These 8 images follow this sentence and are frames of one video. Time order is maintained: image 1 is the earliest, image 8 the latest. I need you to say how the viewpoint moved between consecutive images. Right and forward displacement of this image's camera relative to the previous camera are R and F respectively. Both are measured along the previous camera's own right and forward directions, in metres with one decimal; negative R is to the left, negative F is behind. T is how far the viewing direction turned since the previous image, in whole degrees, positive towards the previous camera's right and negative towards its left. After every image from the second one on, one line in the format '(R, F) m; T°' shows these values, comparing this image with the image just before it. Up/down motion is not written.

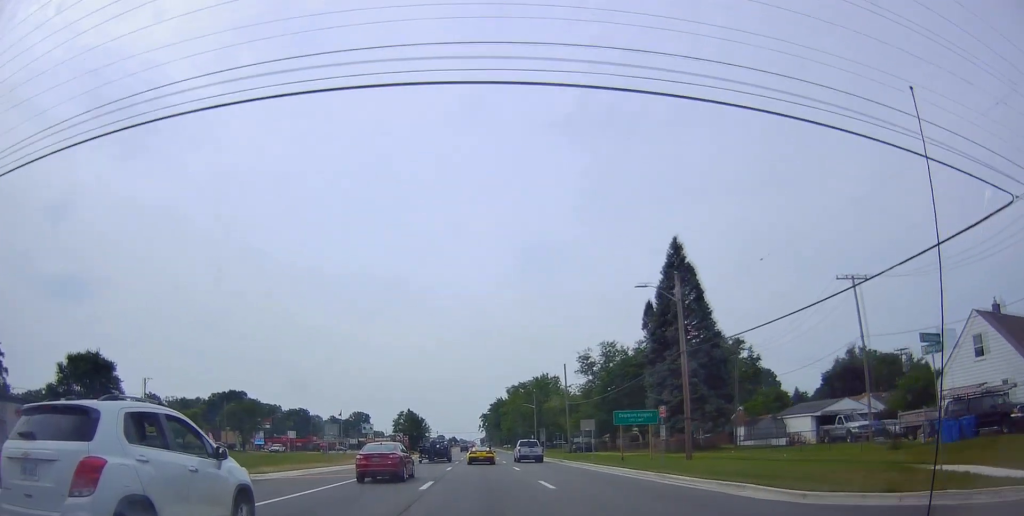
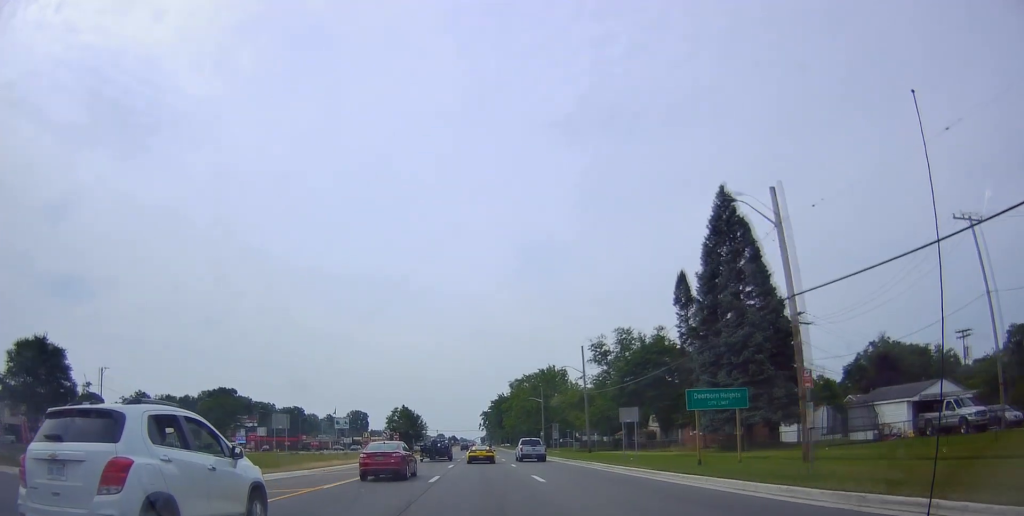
(+0.2, +11.5) m; +2°
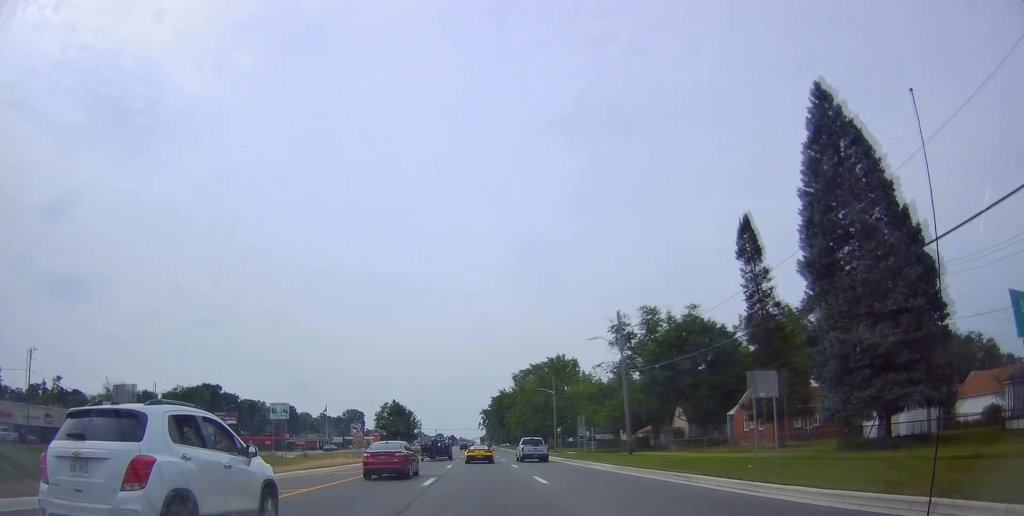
(+0.4, +15.2) m; +1°
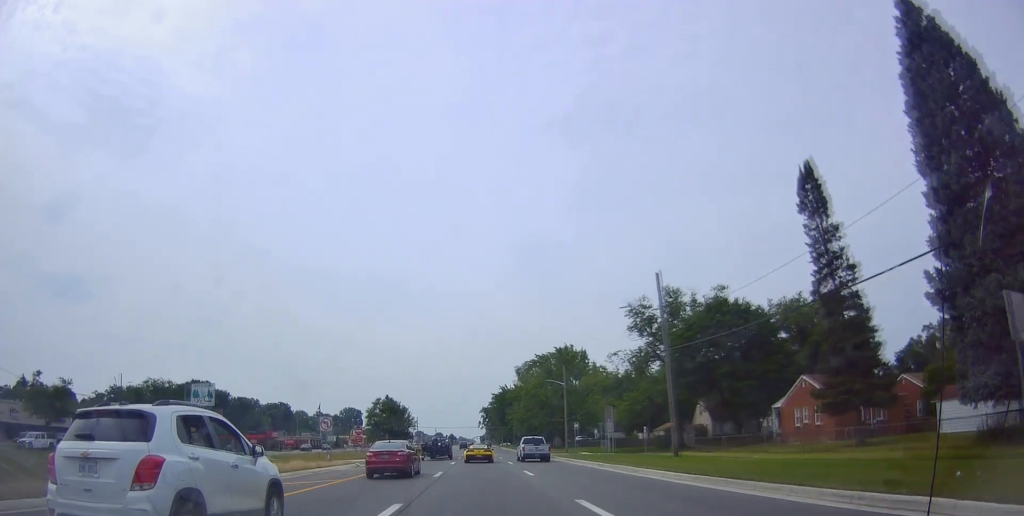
(0.0, +9.8) m; -1°
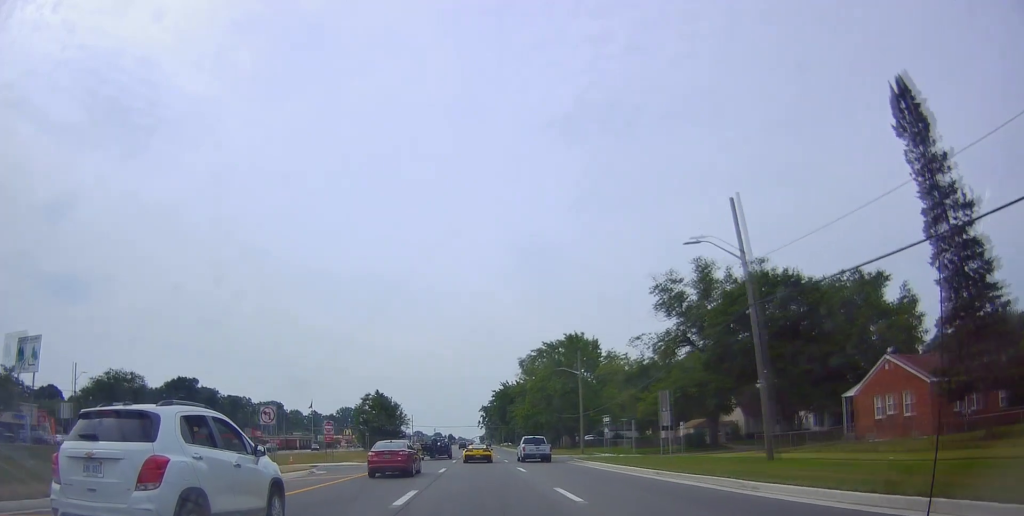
(-0.1, +11.1) m; 0°
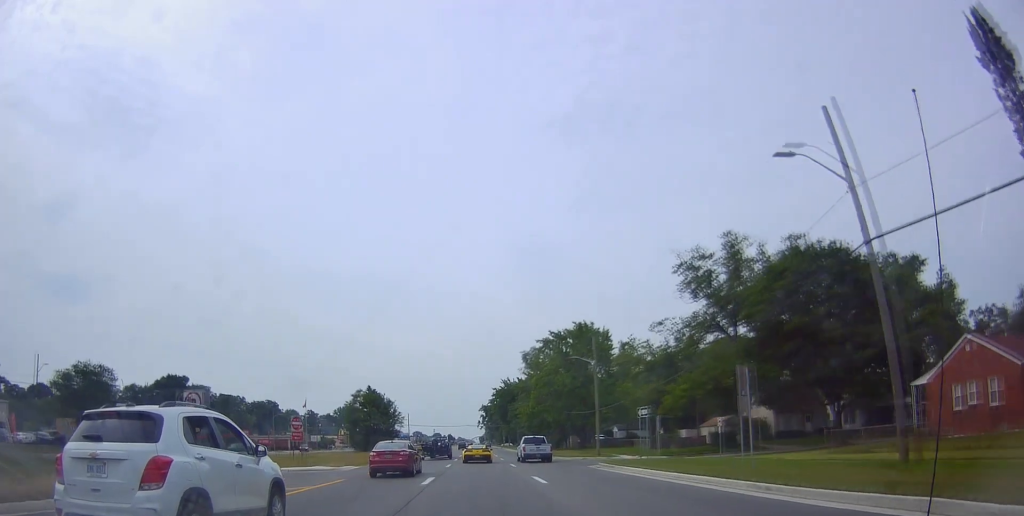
(-0.2, +8.0) m; 0°
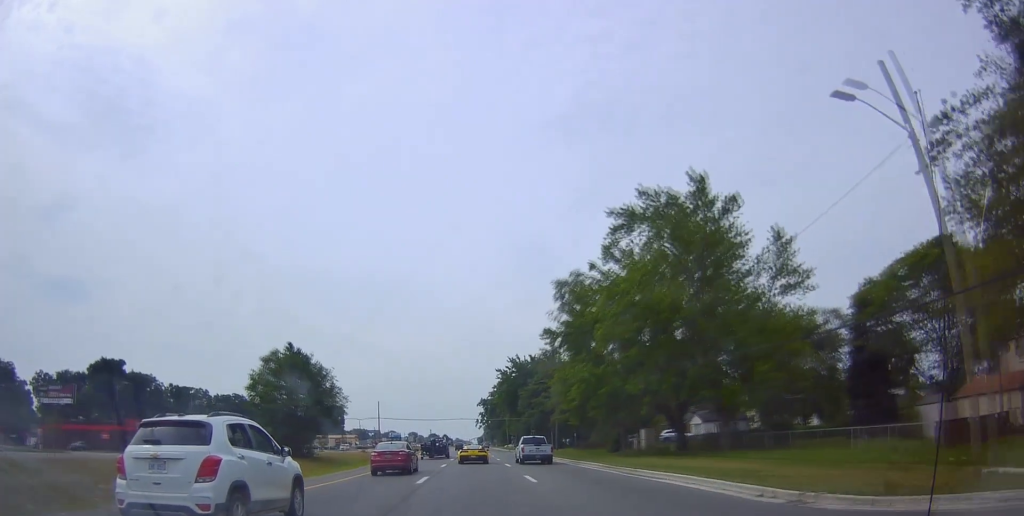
(+0.7, +43.1) m; +1°
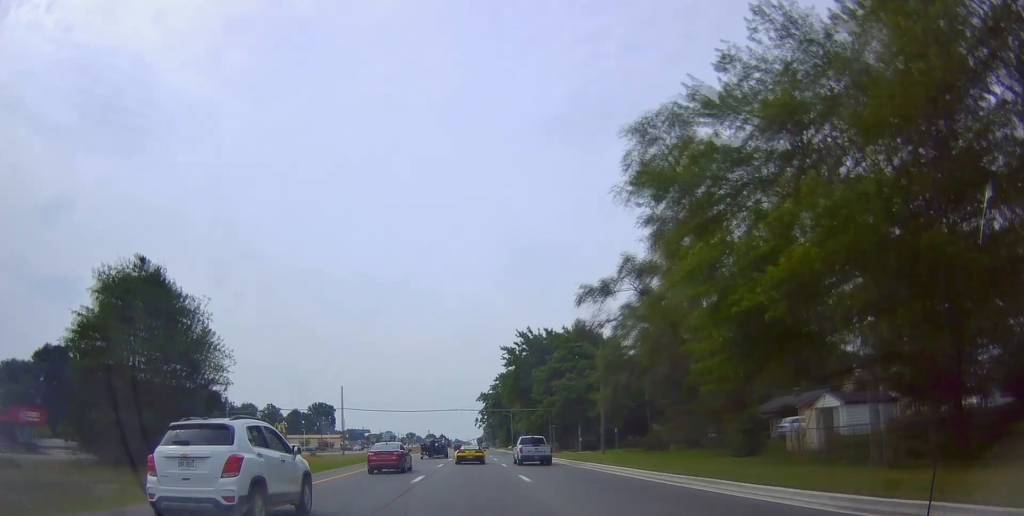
(0.0, +29.1) m; 0°
